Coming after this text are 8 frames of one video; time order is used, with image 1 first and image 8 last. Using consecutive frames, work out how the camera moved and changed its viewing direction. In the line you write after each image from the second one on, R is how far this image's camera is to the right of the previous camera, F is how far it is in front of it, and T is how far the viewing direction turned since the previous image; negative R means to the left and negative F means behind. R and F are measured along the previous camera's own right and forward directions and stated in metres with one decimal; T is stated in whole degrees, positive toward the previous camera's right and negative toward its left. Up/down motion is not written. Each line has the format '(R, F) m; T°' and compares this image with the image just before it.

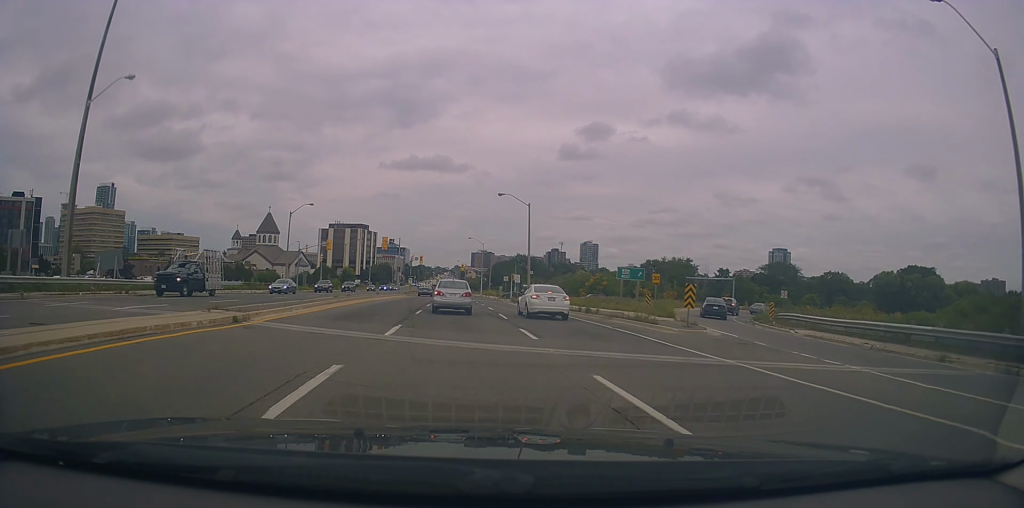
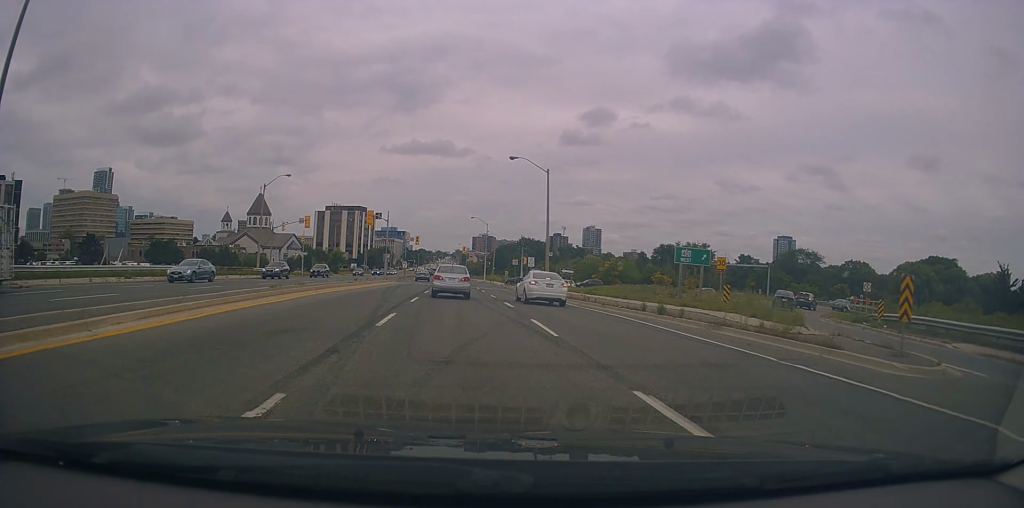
(-0.3, +11.6) m; -1°
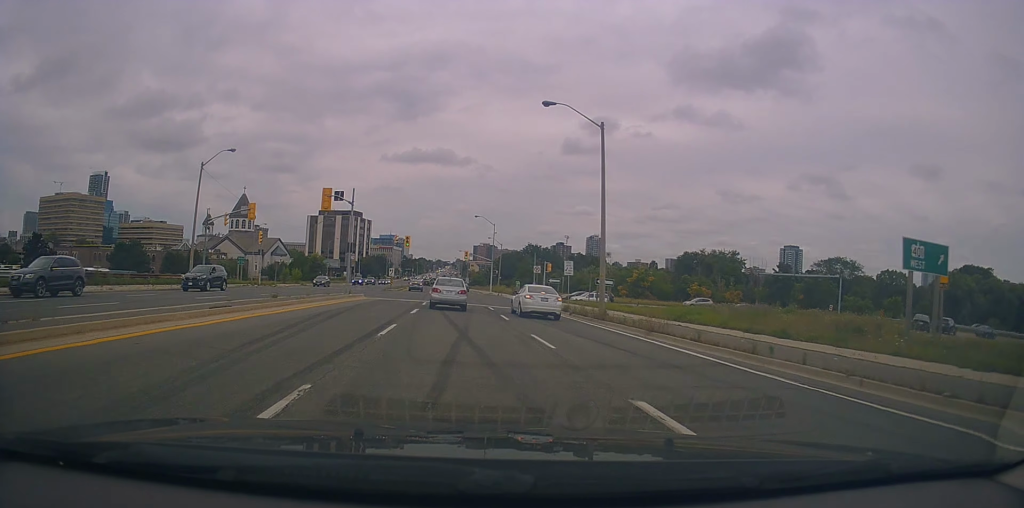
(+0.1, +18.1) m; -1°
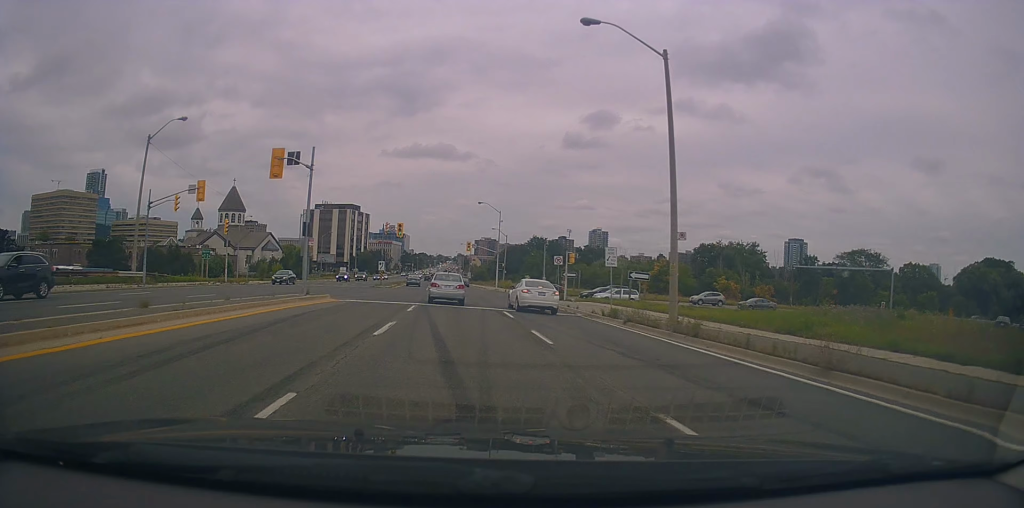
(-0.3, +9.9) m; 0°
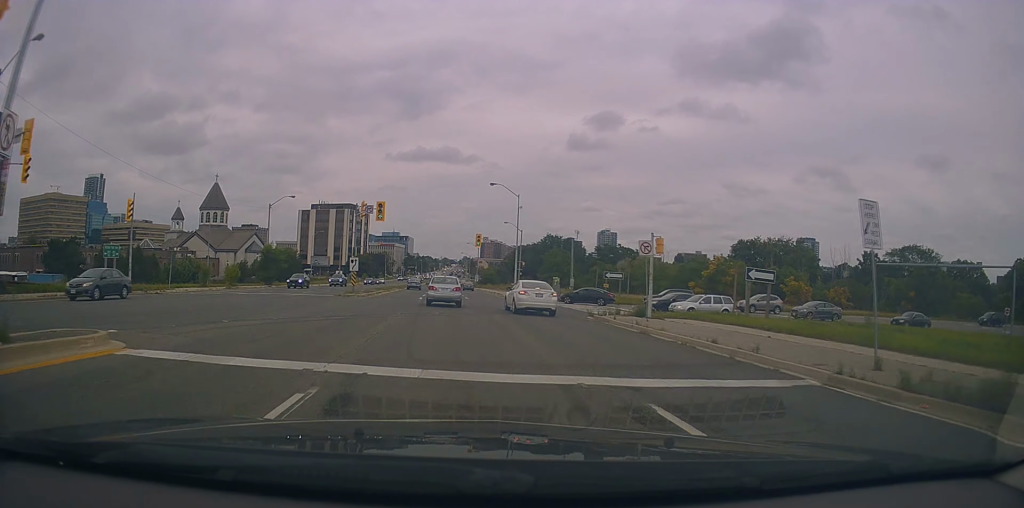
(+0.5, +17.2) m; +1°
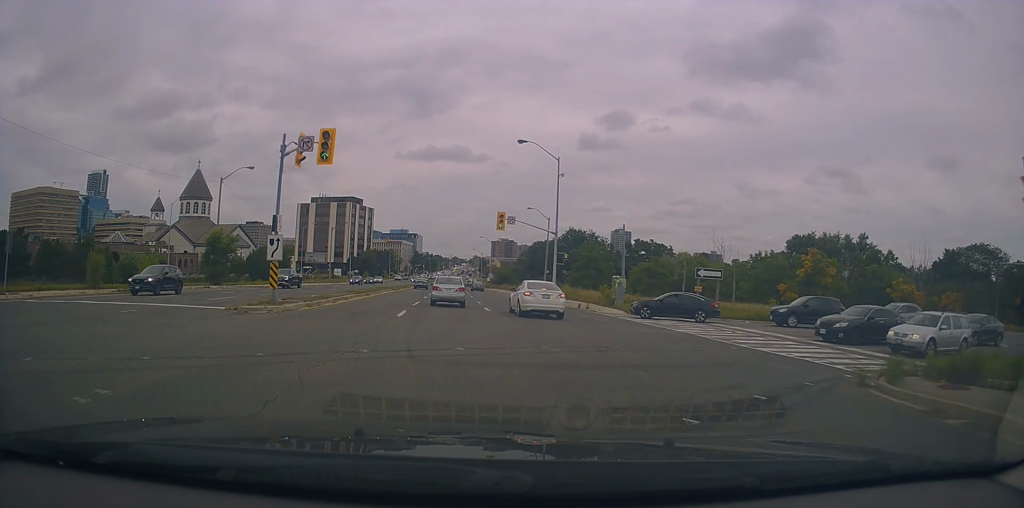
(-0.5, +18.1) m; -2°
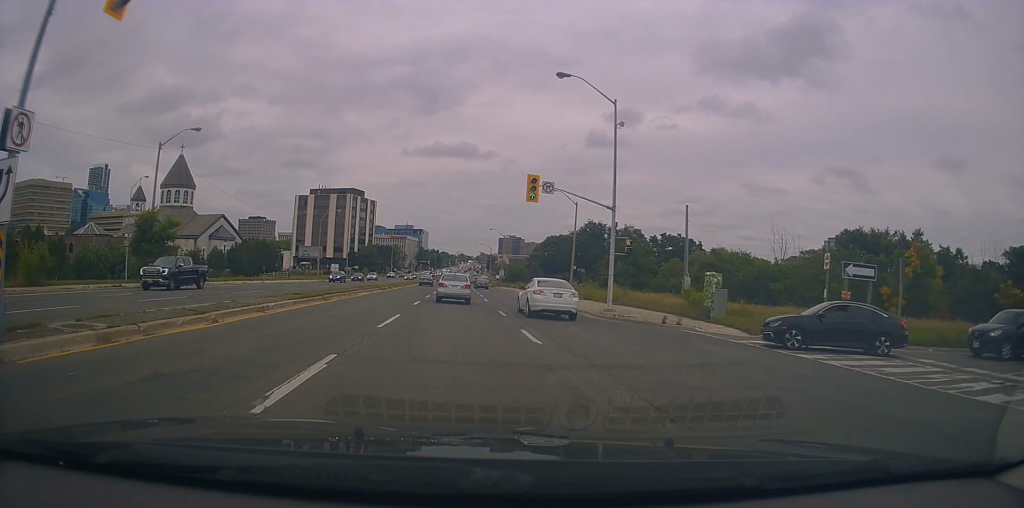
(+0.1, +13.8) m; -1°
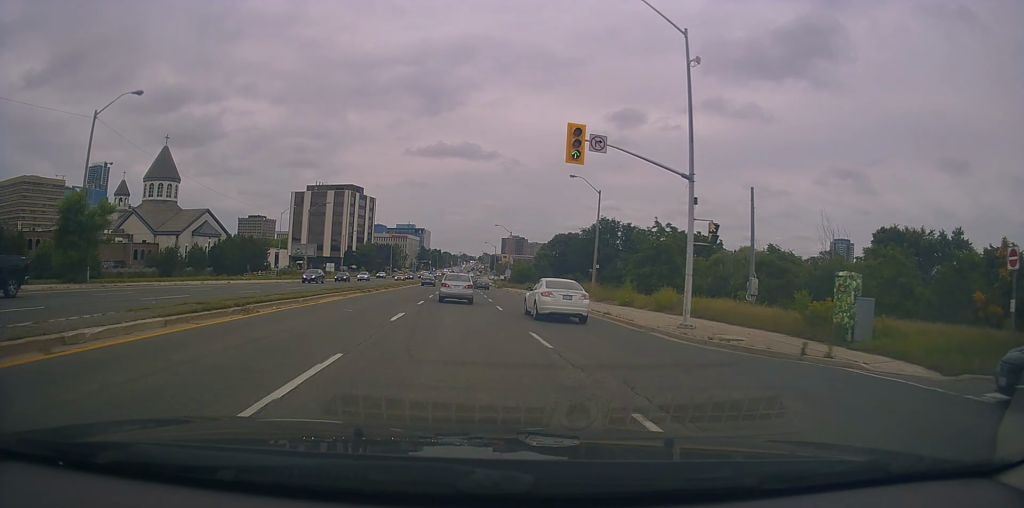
(-0.3, +9.5) m; 0°
